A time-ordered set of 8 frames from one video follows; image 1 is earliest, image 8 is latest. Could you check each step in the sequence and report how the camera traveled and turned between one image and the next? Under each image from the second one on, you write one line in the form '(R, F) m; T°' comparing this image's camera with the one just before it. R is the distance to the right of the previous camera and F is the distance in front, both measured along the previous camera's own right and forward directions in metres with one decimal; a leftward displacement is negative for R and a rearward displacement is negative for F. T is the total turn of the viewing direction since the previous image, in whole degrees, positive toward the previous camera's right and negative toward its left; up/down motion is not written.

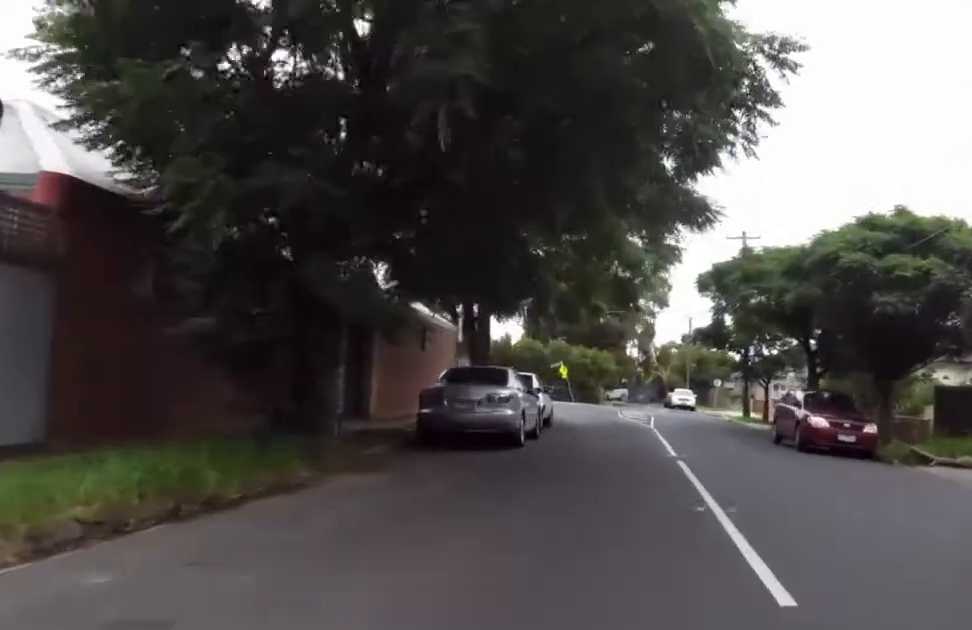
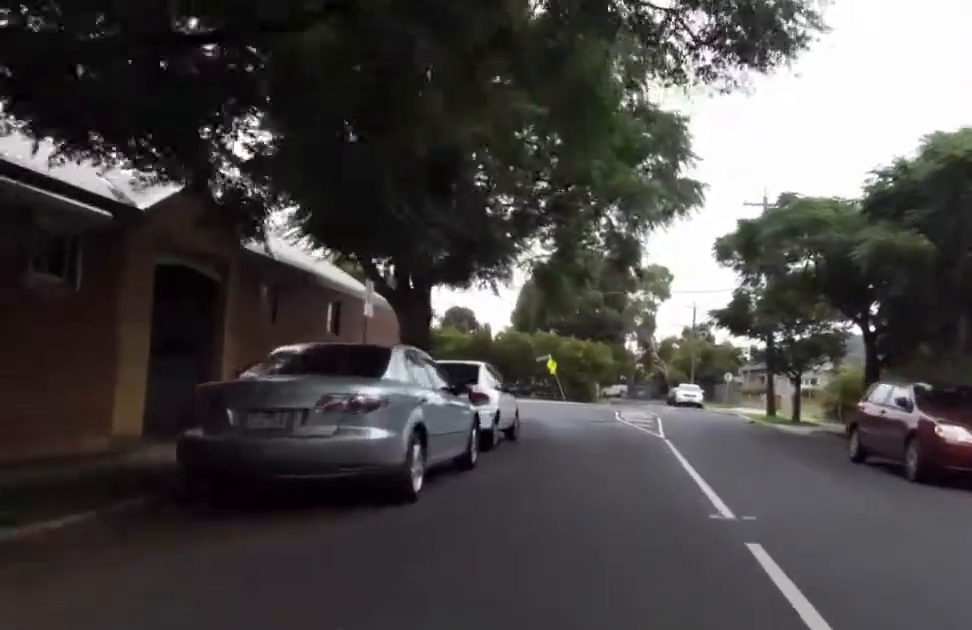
(-0.1, +6.1) m; +9°
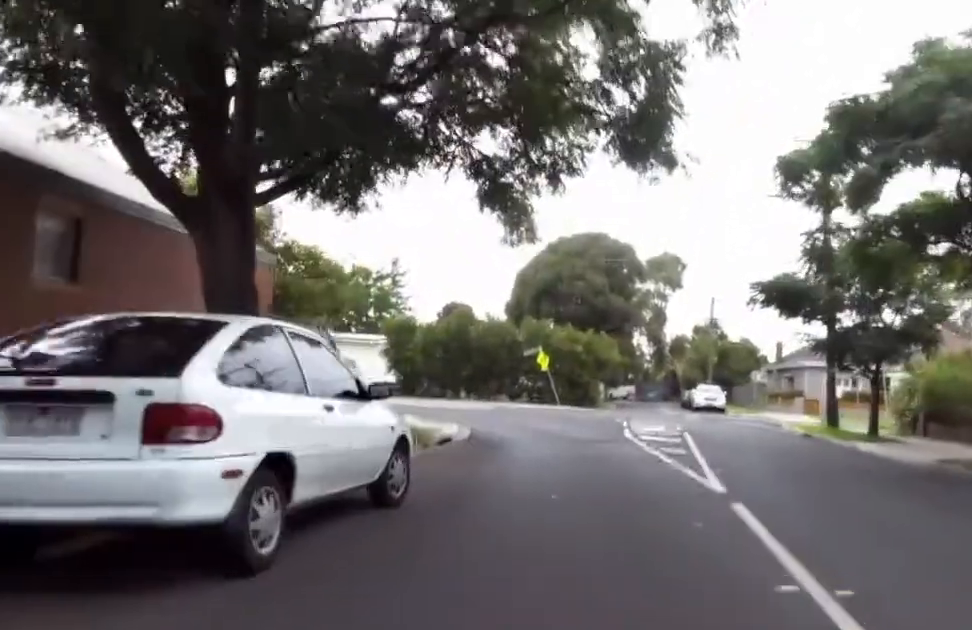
(+0.9, +7.8) m; -4°
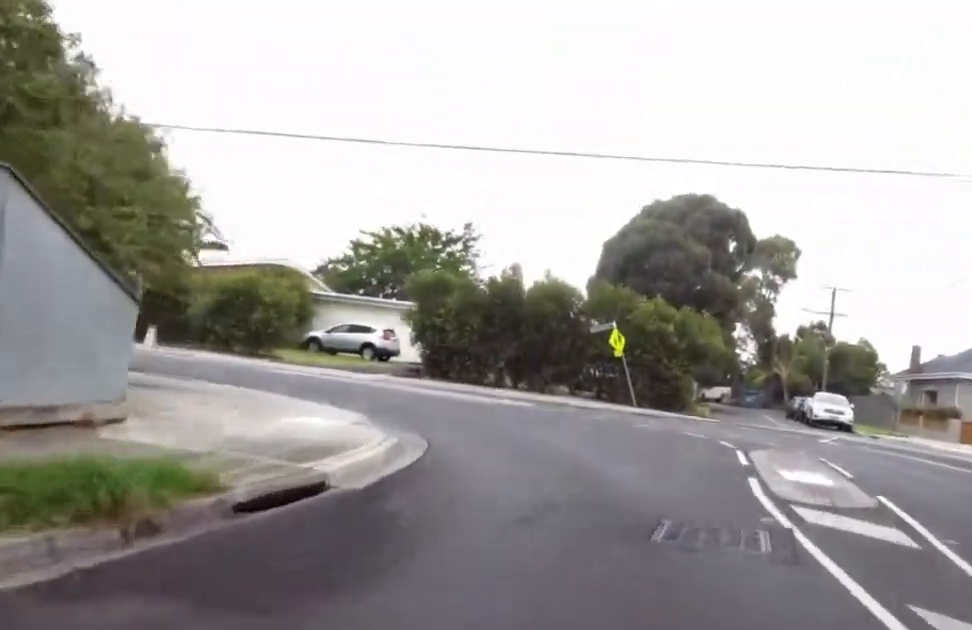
(-2.4, +9.6) m; -24°
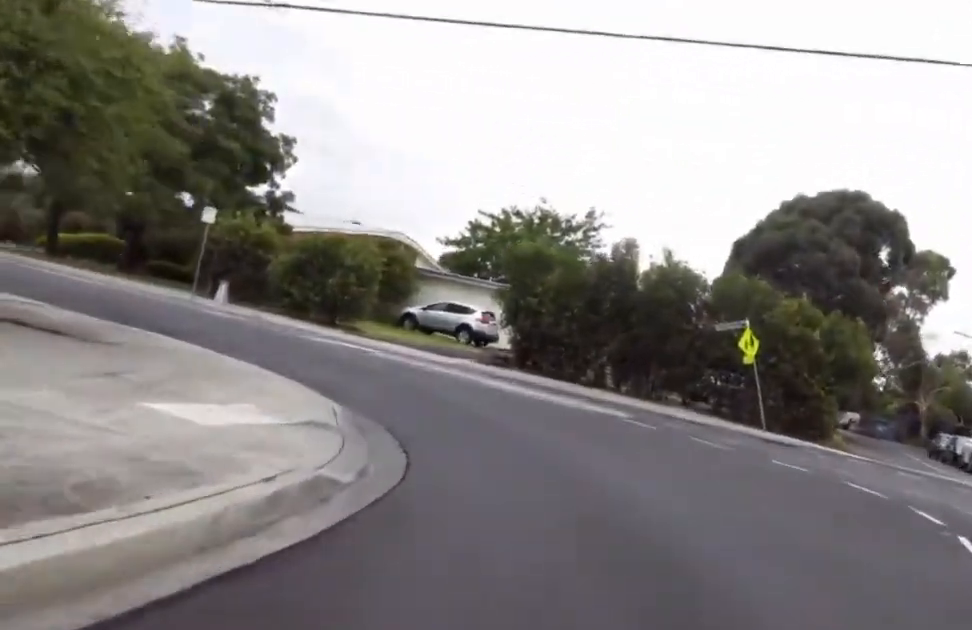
(-0.4, +4.7) m; -7°
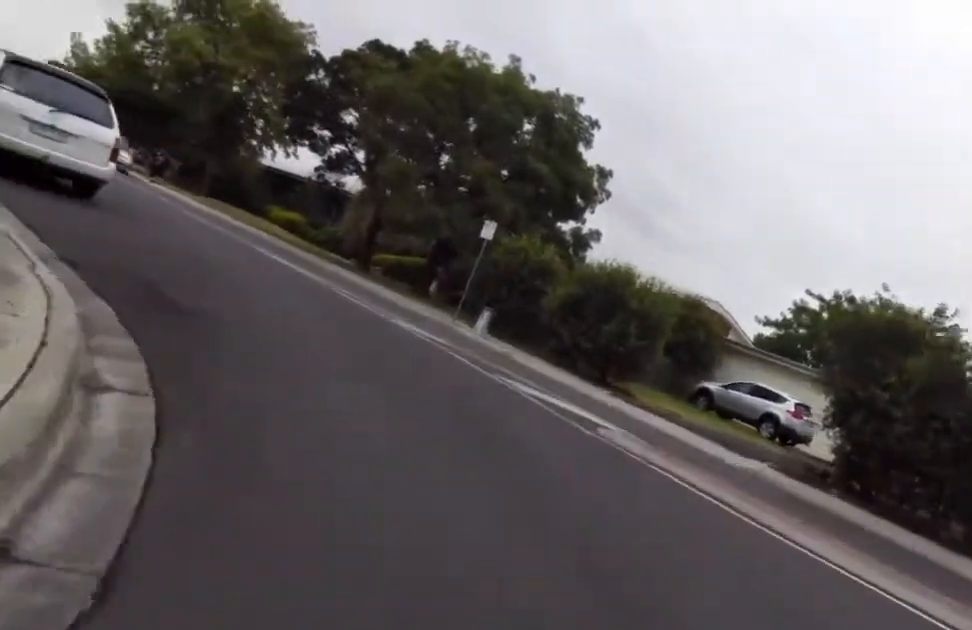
(-0.4, +6.7) m; -10°
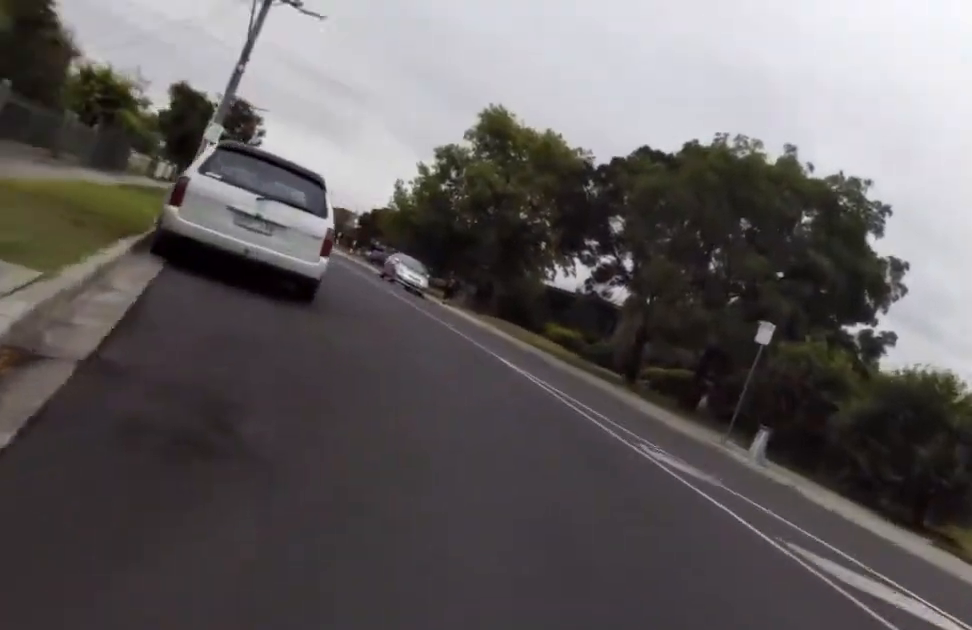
(+0.6, +3.2) m; -8°
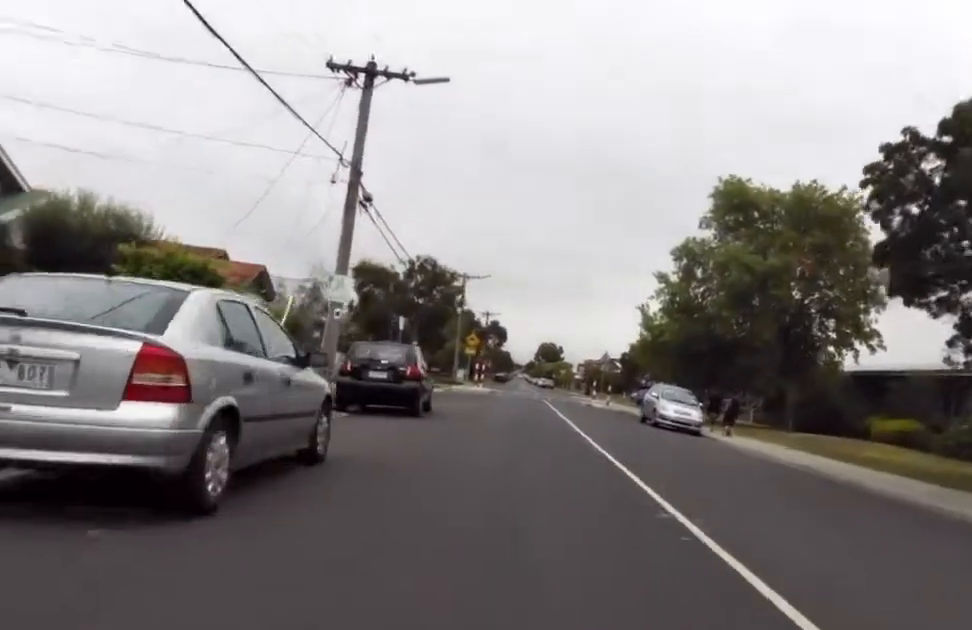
(-6.3, +10.2) m; -36°
